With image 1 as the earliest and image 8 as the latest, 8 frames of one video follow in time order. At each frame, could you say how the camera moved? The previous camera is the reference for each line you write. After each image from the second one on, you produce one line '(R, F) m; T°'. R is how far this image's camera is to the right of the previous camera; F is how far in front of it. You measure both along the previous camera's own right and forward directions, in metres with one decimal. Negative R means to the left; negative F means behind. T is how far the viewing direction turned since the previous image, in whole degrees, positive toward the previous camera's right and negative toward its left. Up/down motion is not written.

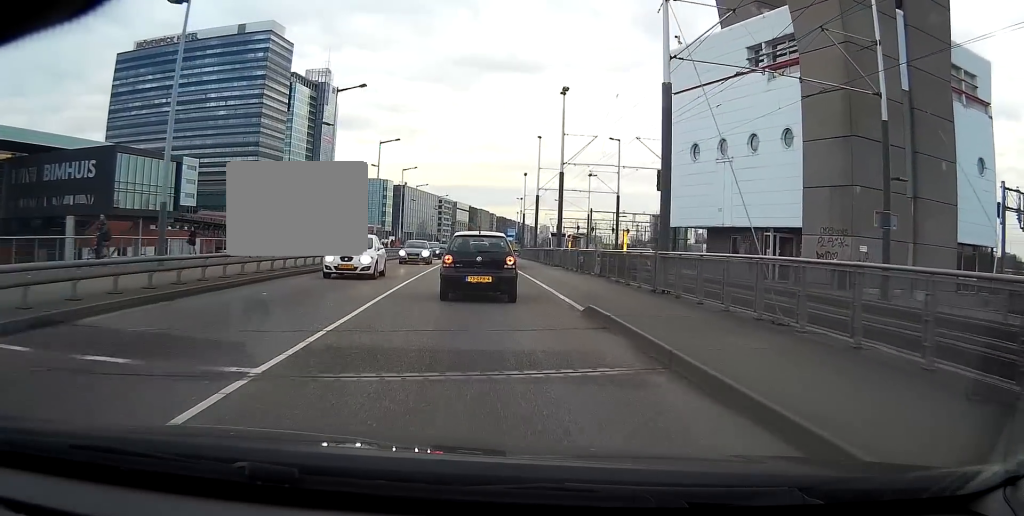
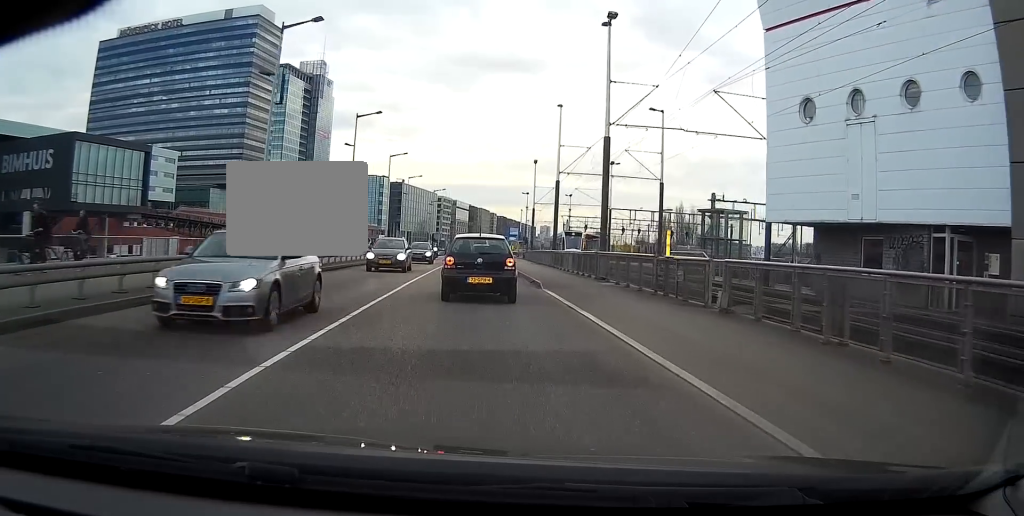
(0.0, +14.4) m; +1°
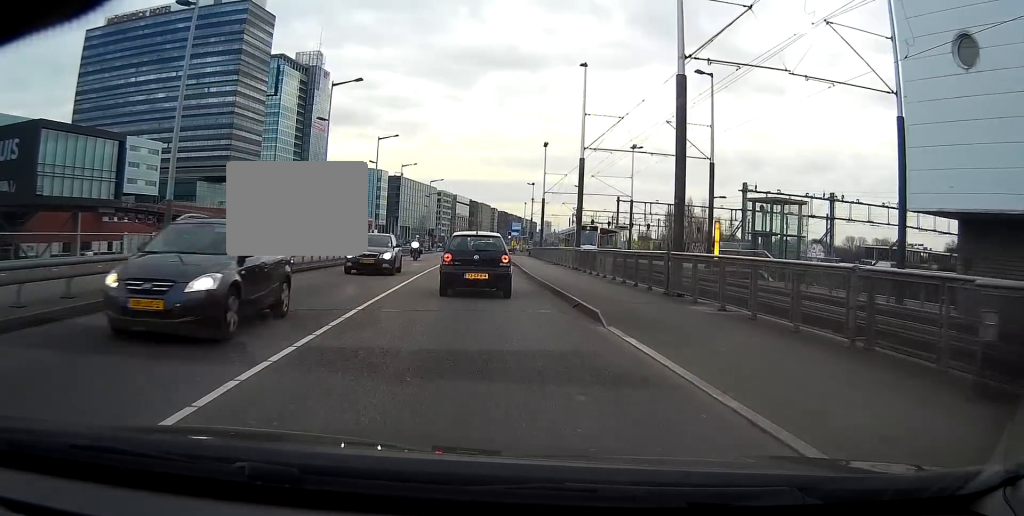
(+0.2, +10.2) m; +2°
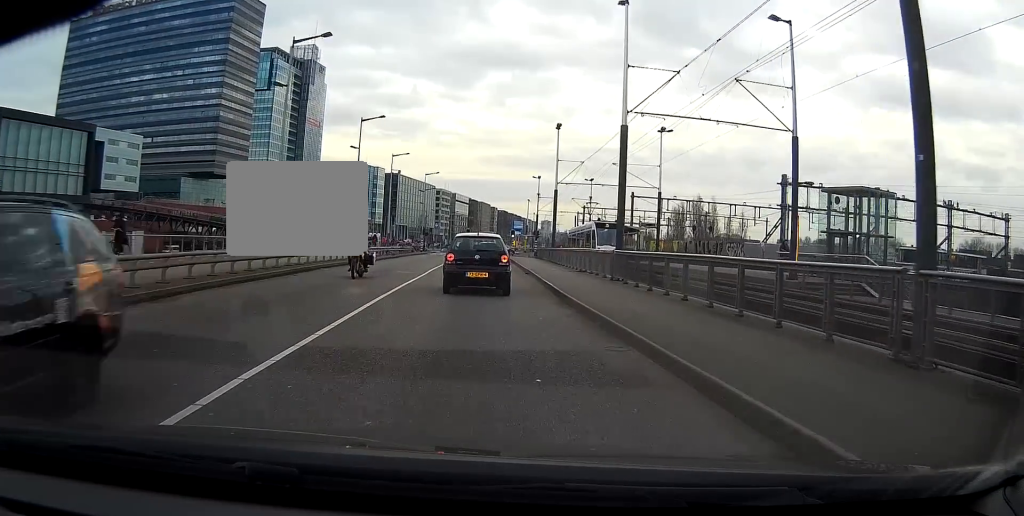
(+0.1, +10.4) m; 0°
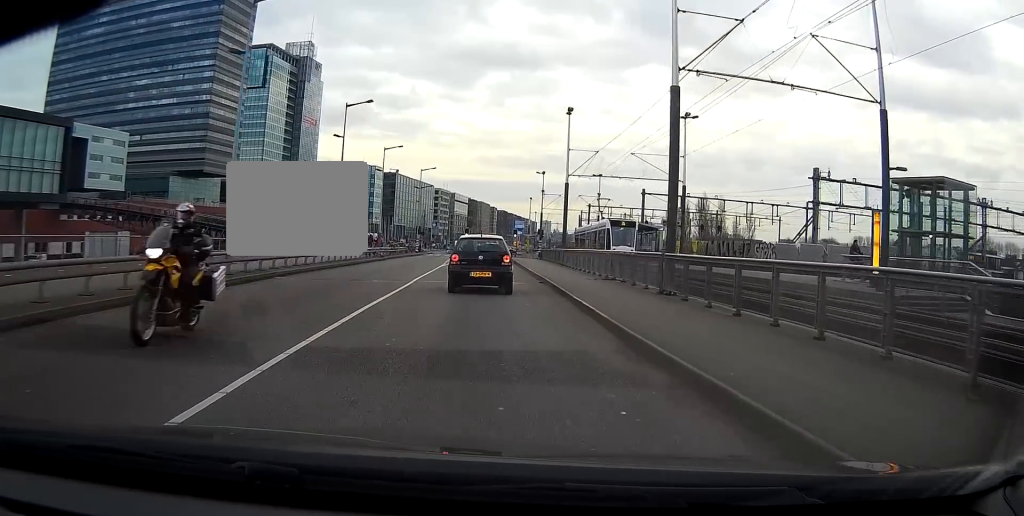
(0.0, +6.8) m; 0°
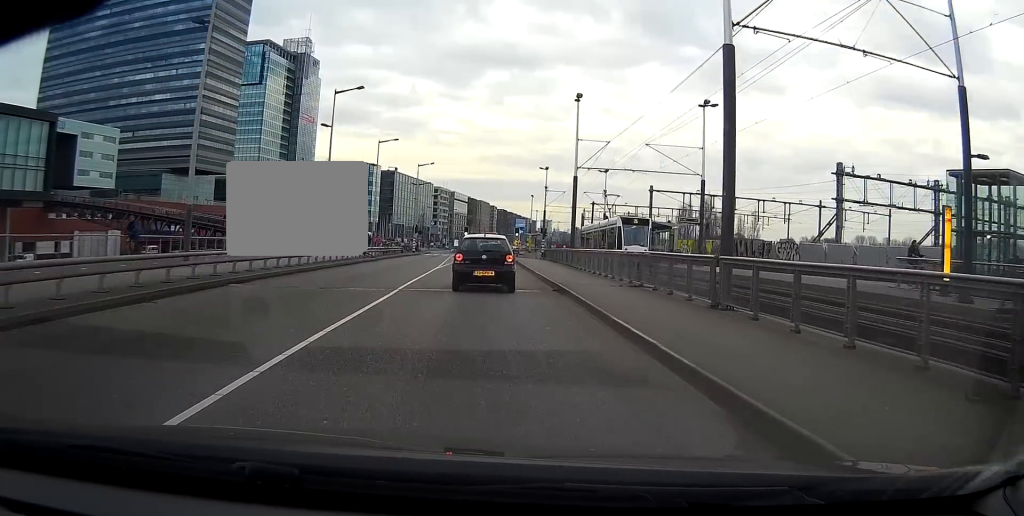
(-0.1, +4.3) m; 0°
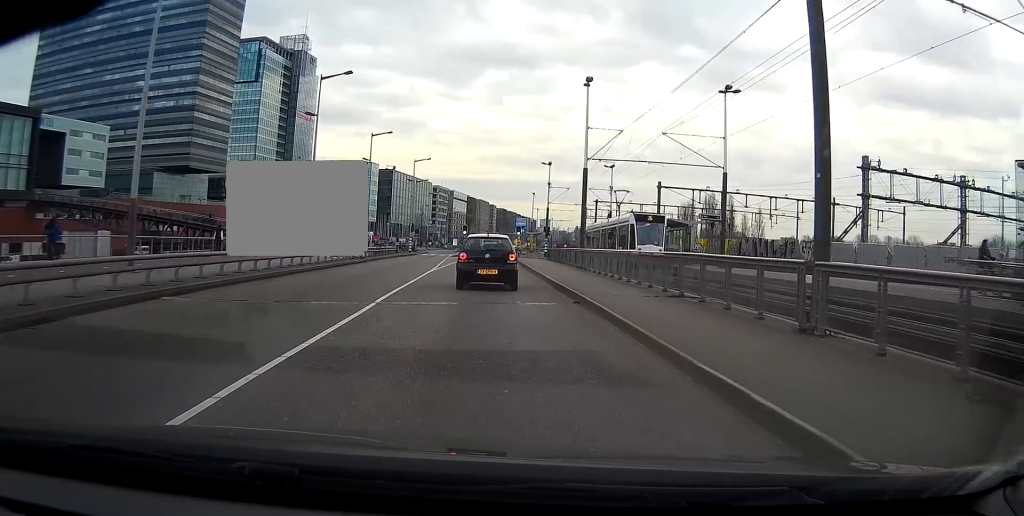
(+0.1, +4.4) m; +1°
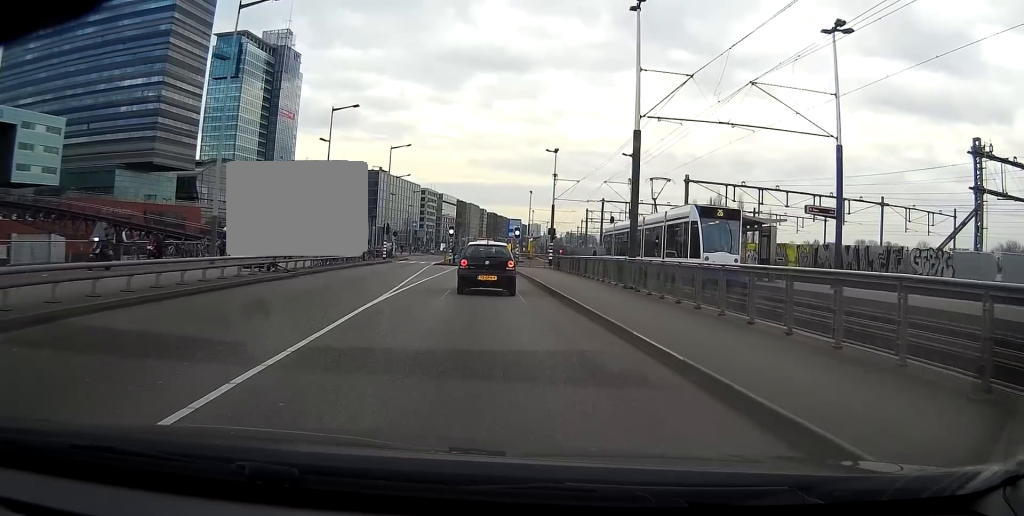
(+0.2, +15.0) m; 0°
